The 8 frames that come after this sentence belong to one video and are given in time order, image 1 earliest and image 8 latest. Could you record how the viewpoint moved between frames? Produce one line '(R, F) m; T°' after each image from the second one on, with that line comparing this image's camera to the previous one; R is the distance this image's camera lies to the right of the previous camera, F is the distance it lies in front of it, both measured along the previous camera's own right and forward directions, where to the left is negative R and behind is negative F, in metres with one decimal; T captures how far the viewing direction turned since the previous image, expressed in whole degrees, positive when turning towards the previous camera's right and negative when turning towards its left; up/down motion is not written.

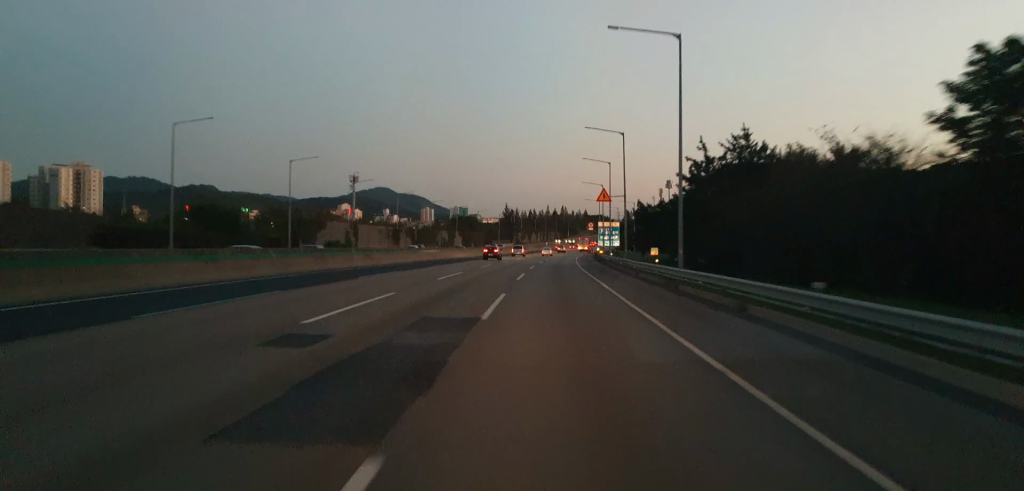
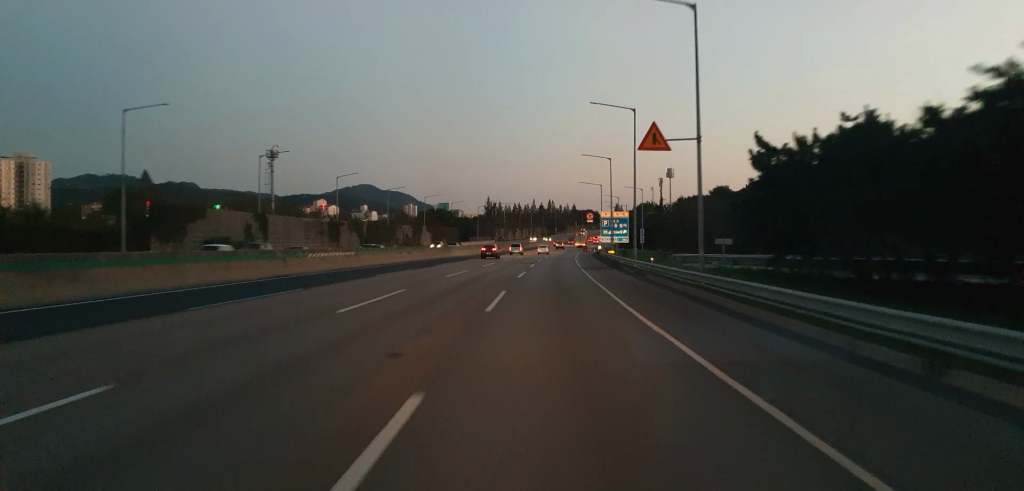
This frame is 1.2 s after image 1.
(+0.1, +36.1) m; +1°
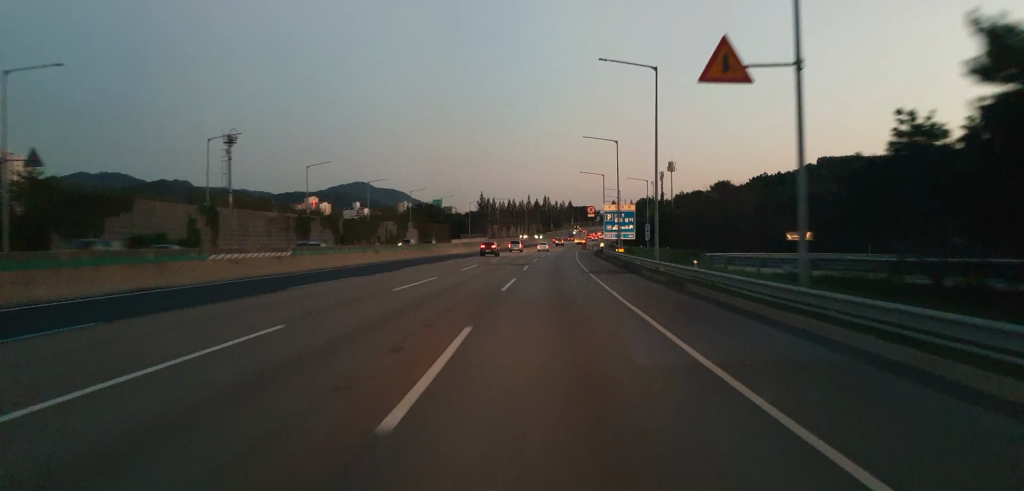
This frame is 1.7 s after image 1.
(-0.1, +12.7) m; 0°
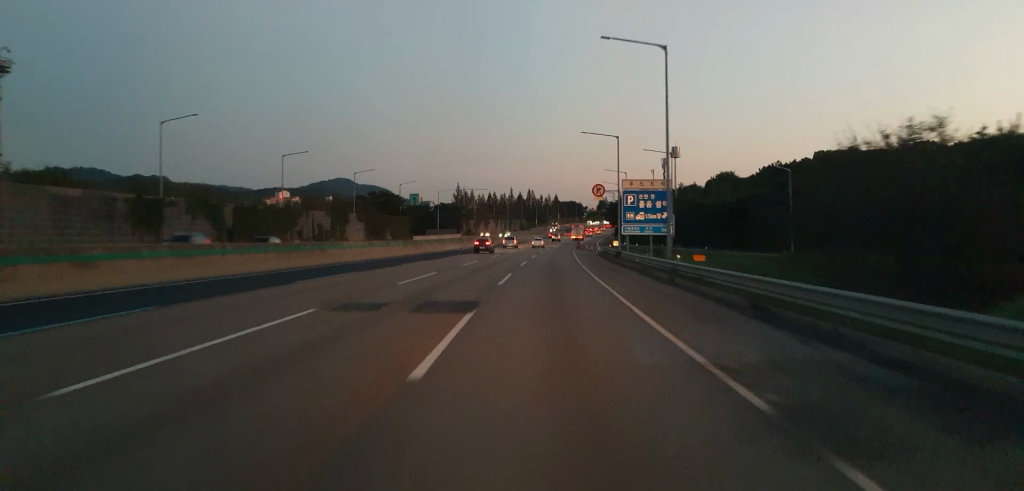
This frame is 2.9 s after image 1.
(+0.5, +35.0) m; +1°
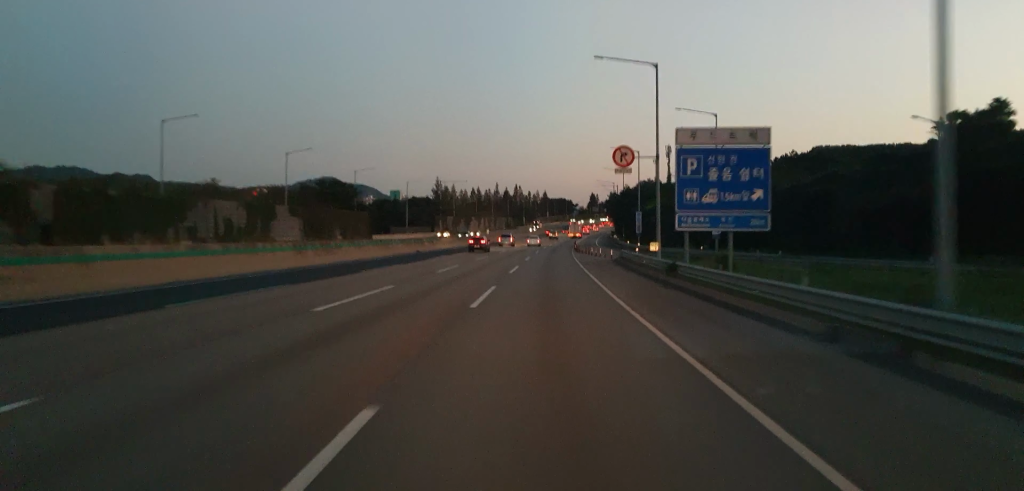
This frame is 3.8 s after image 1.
(+0.2, +27.3) m; +1°
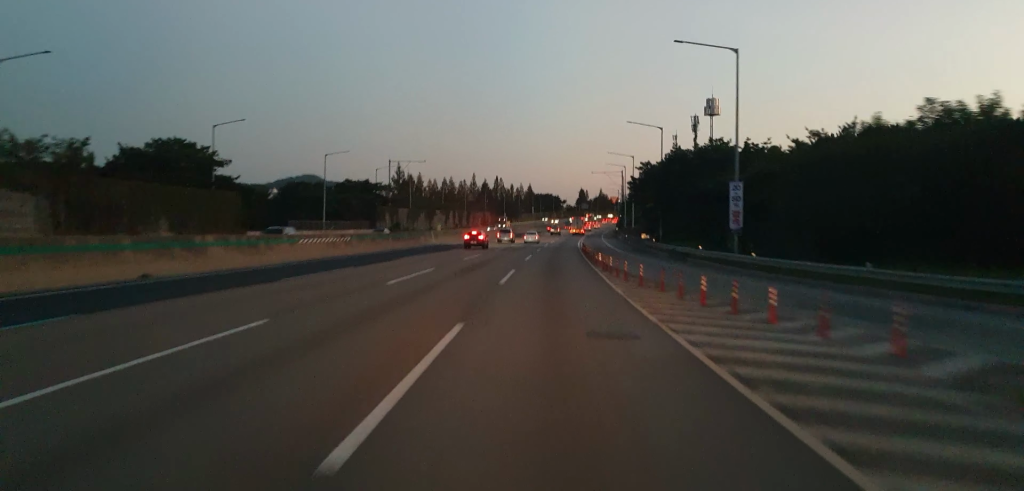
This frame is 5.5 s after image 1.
(+0.3, +54.9) m; +1°
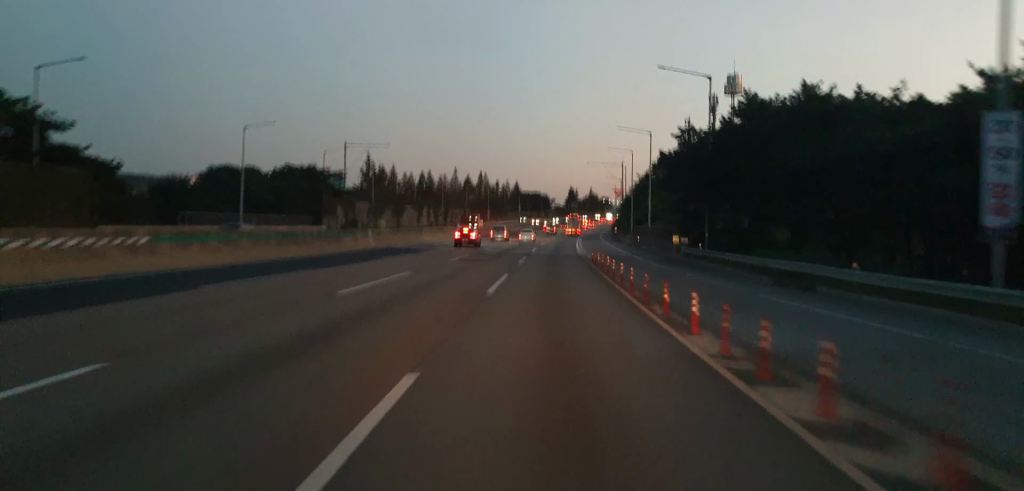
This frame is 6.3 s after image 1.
(+0.2, +25.3) m; +1°
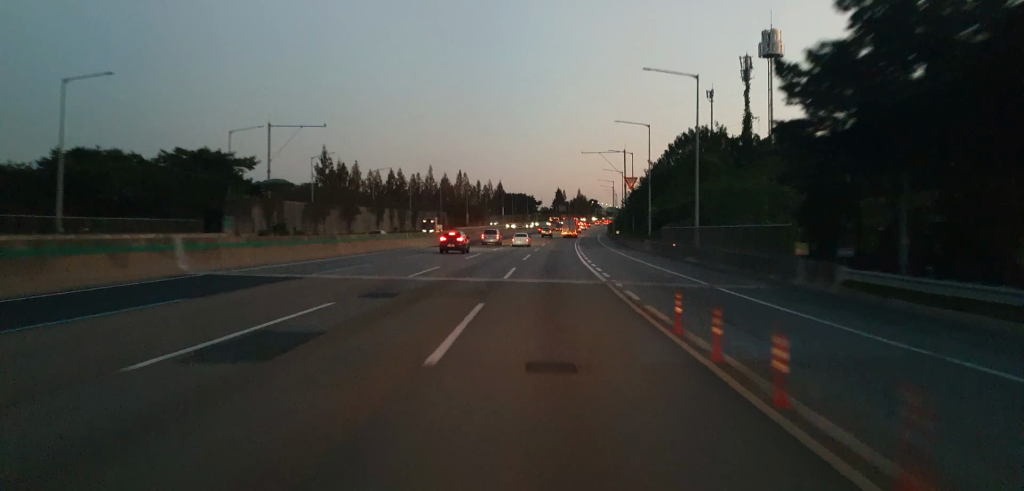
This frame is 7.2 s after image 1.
(+0.3, +27.9) m; +1°
